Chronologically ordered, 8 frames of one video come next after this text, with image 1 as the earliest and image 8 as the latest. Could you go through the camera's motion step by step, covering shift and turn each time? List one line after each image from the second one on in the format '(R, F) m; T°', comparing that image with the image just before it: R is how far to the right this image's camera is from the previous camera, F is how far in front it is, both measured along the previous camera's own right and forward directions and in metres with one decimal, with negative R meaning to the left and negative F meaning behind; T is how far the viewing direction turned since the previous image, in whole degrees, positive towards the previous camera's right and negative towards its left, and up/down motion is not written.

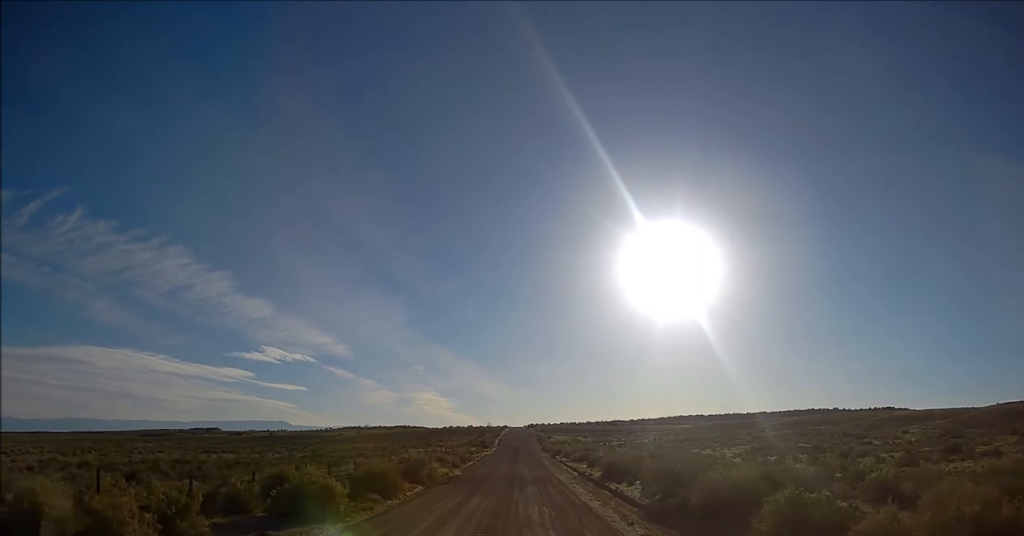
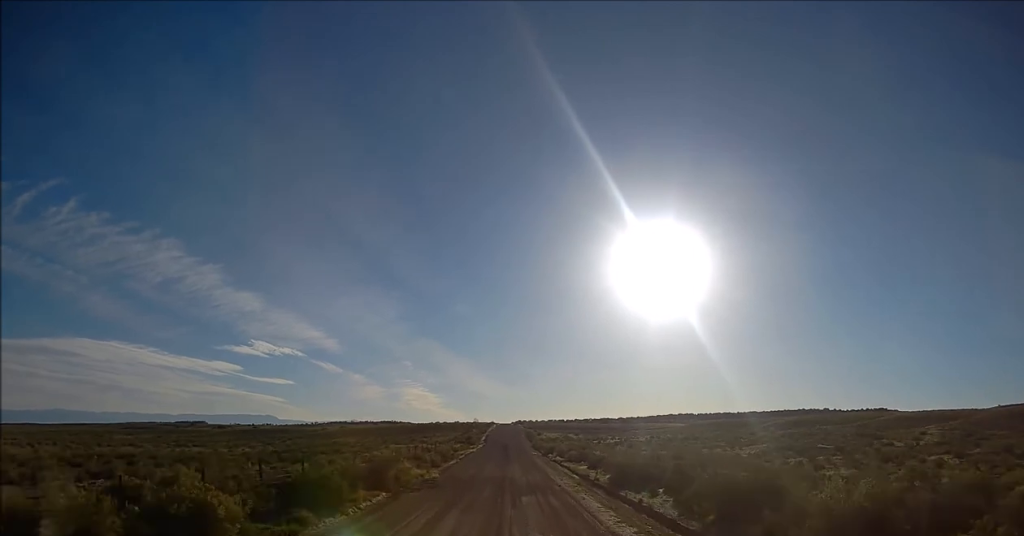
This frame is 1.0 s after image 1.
(0.0, +8.7) m; 0°
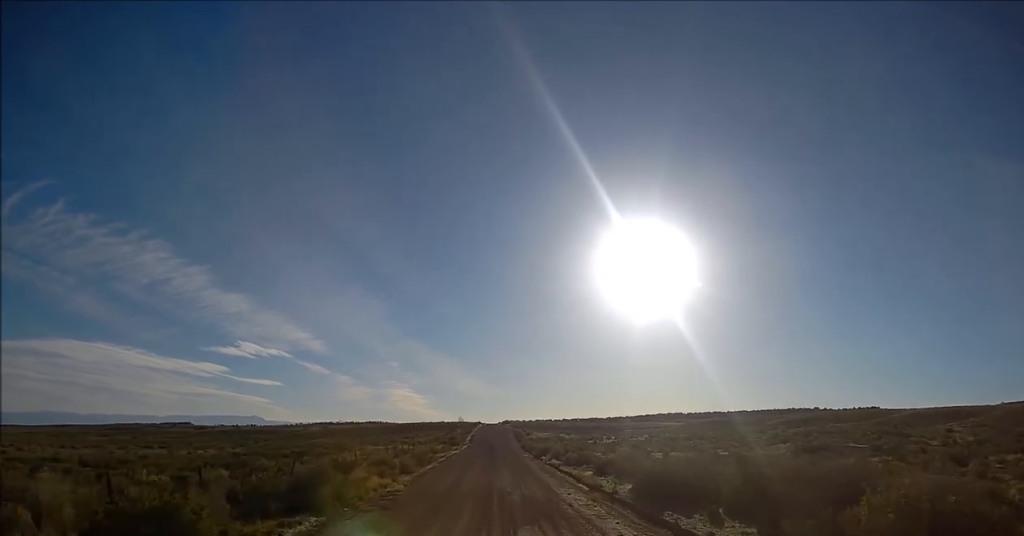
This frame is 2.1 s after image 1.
(0.0, +10.2) m; +1°
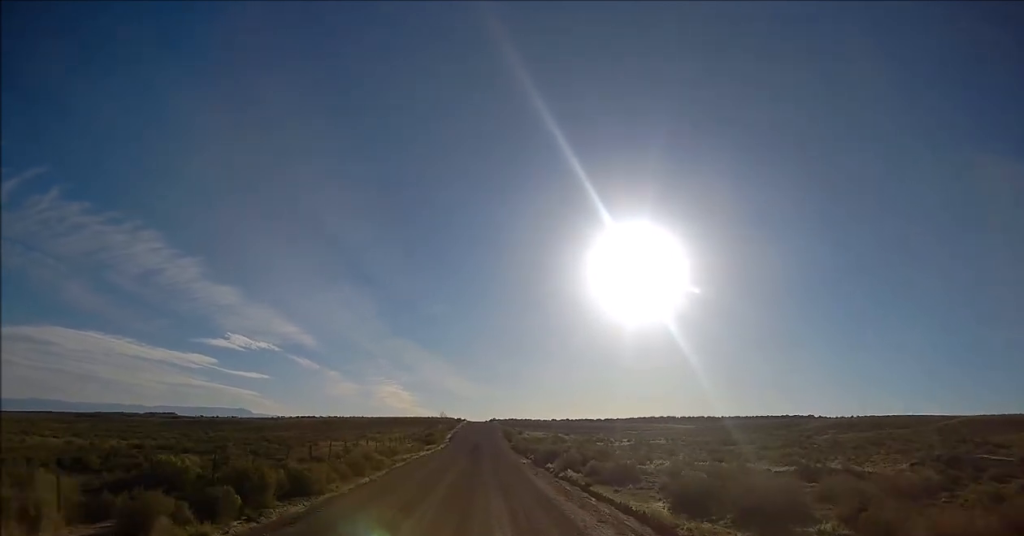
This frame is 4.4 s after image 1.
(+0.3, +22.6) m; +1°
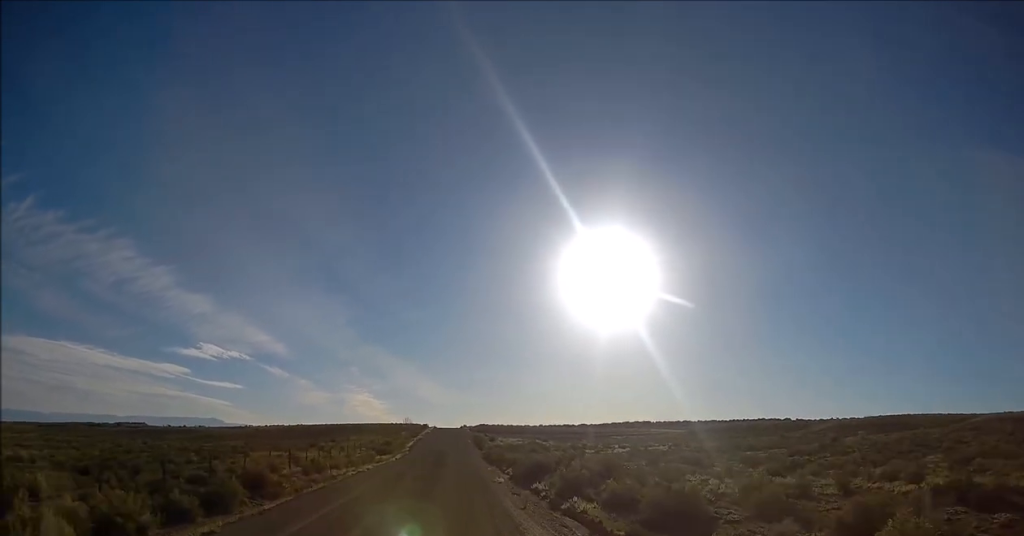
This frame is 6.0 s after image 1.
(+0.2, +15.6) m; +1°
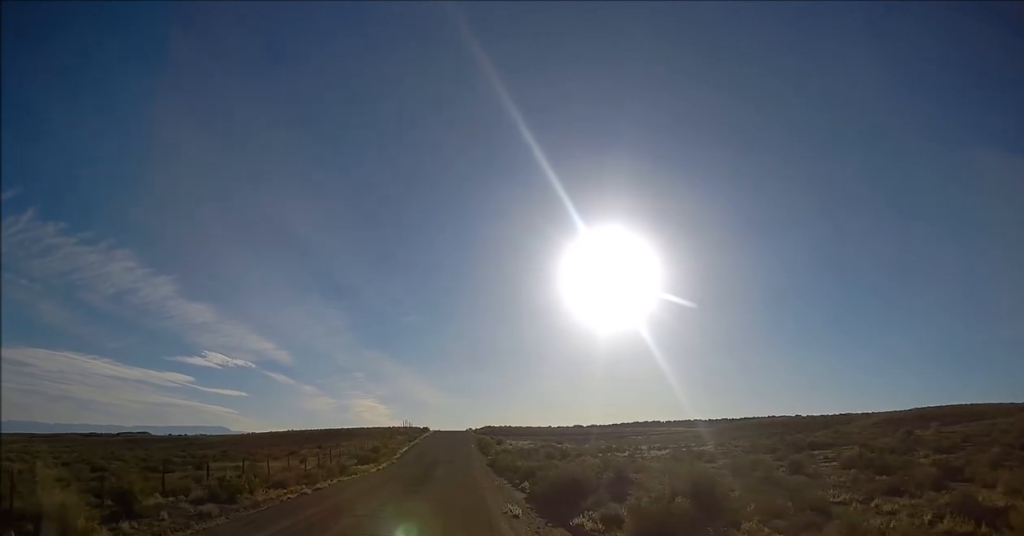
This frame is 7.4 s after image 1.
(-0.1, +13.9) m; -2°
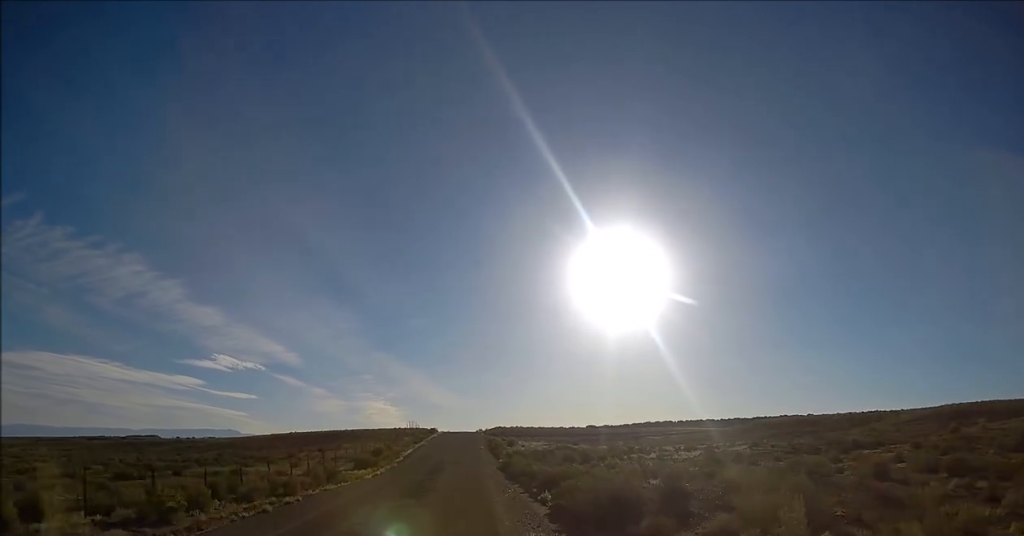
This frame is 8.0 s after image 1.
(-0.1, +6.2) m; -1°
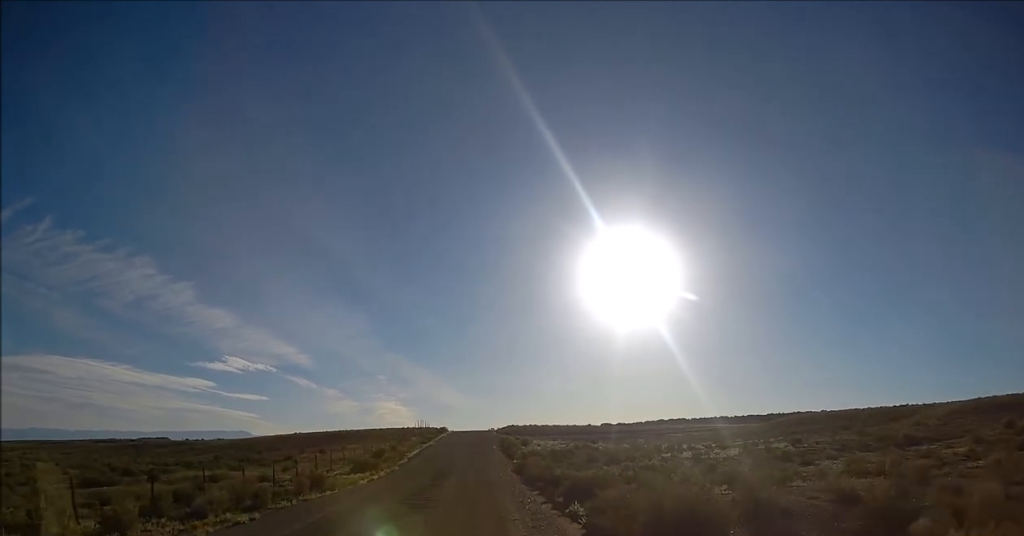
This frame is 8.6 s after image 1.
(-0.2, +6.3) m; 0°
